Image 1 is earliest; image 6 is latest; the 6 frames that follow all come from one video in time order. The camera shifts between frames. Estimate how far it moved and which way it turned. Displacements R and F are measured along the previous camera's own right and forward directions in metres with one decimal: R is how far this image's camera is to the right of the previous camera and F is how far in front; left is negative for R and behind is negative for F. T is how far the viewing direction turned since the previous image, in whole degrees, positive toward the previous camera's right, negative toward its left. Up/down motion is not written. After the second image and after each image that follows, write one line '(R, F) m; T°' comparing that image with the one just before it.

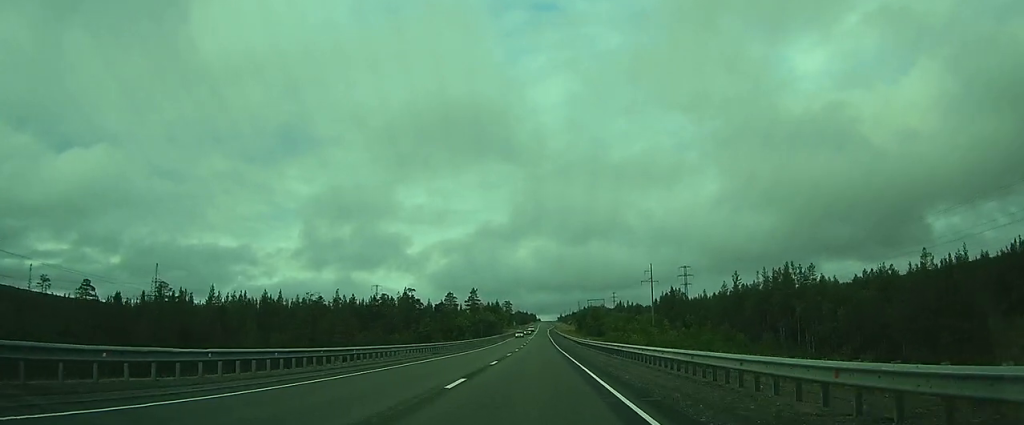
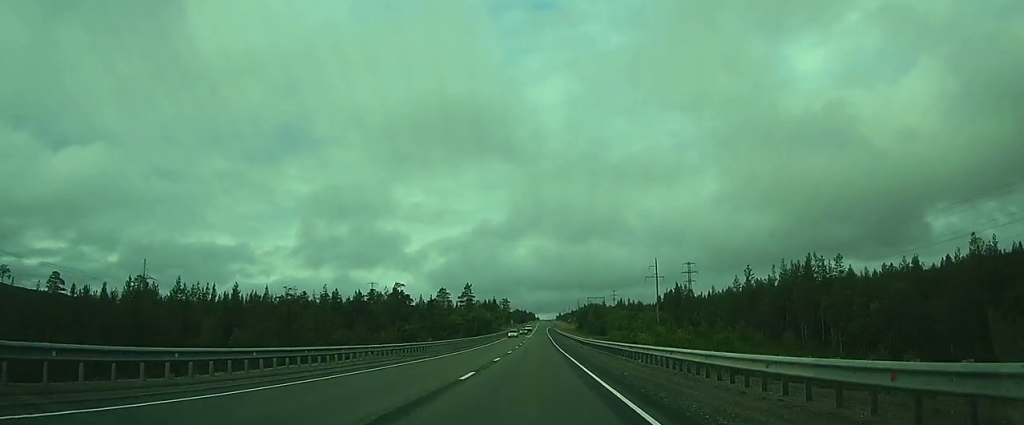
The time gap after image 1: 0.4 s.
(-0.2, +8.8) m; 0°
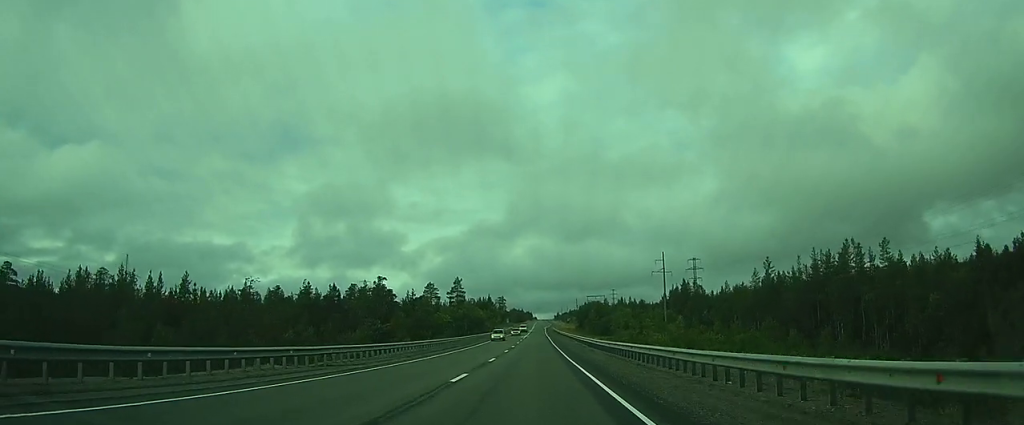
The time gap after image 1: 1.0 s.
(+0.3, +12.0) m; +1°
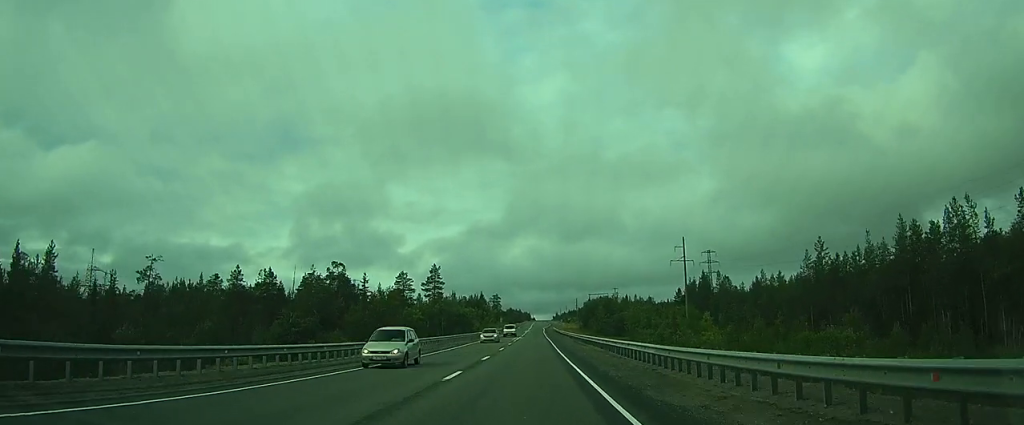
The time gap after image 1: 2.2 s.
(+0.3, +22.5) m; 0°
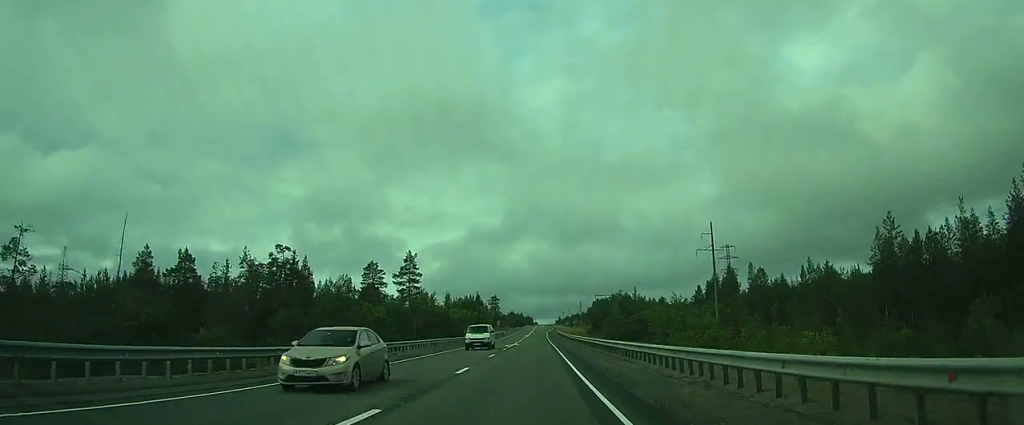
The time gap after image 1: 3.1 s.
(-0.1, +19.4) m; -1°
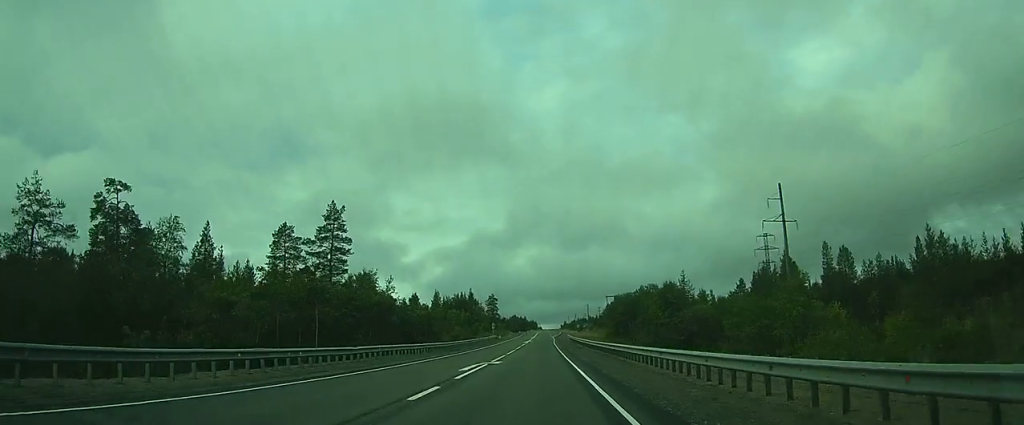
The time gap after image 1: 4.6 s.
(-0.4, +31.8) m; -2°
